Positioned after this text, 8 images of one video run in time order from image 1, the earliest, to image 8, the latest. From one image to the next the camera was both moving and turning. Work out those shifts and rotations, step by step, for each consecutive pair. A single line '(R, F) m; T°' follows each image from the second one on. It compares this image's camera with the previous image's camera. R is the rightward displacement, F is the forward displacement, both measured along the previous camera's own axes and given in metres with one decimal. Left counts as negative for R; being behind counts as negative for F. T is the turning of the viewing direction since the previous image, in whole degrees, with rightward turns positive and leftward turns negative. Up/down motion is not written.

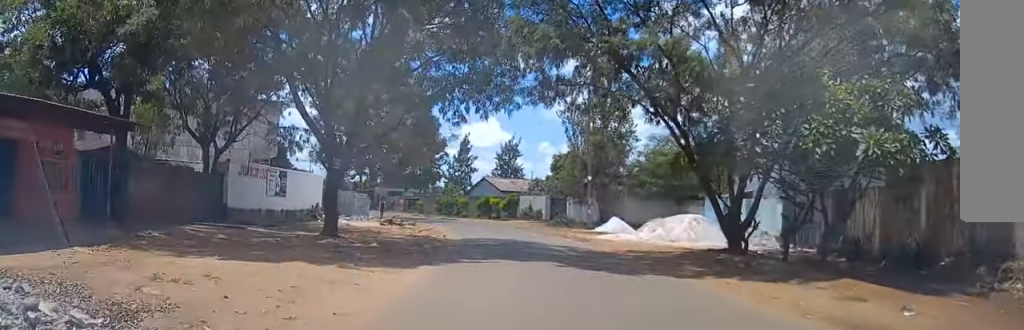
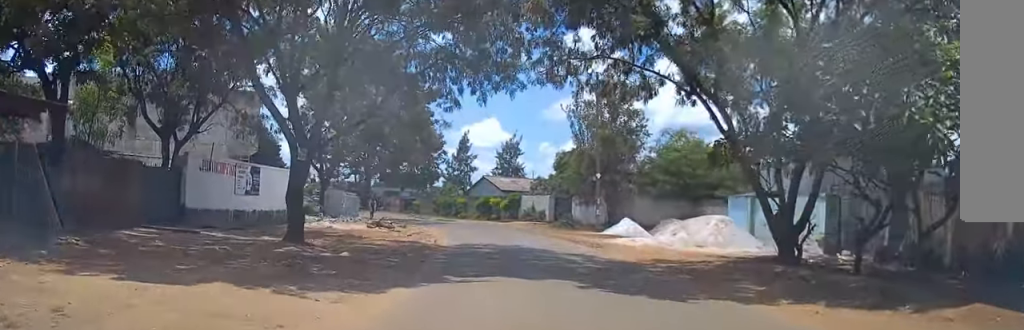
(0.0, +3.9) m; -1°
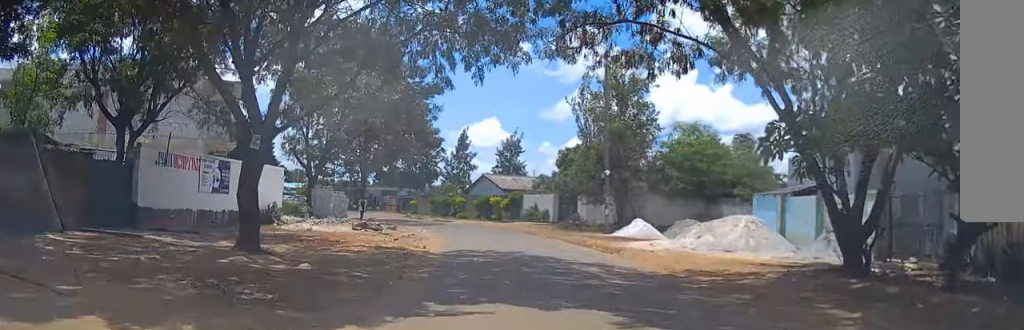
(-0.1, +3.5) m; -1°
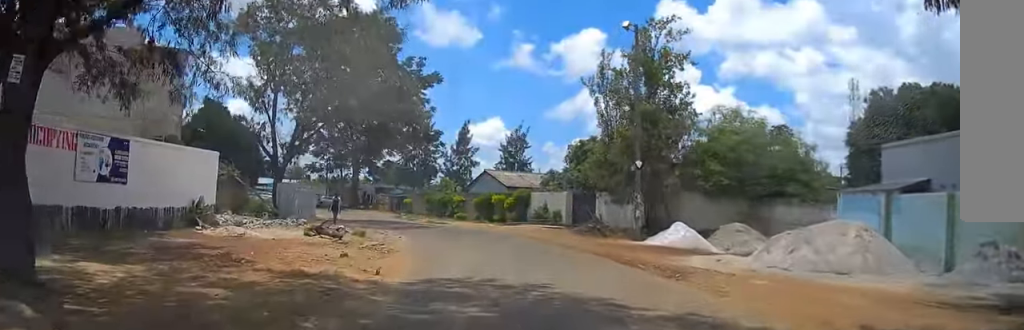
(-0.1, +7.9) m; -1°
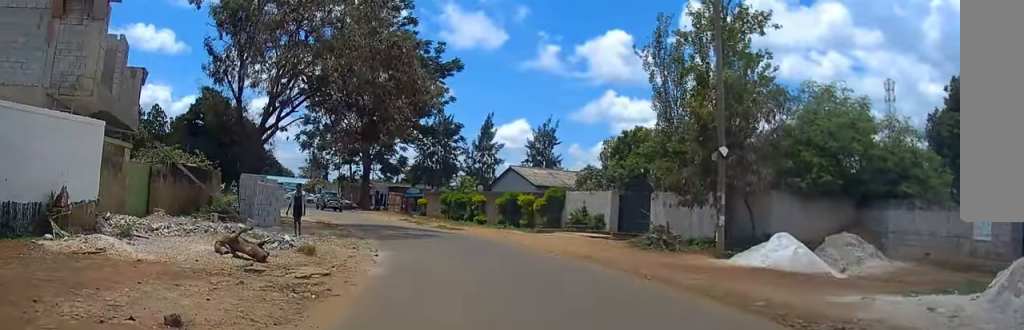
(0.0, +8.9) m; -2°
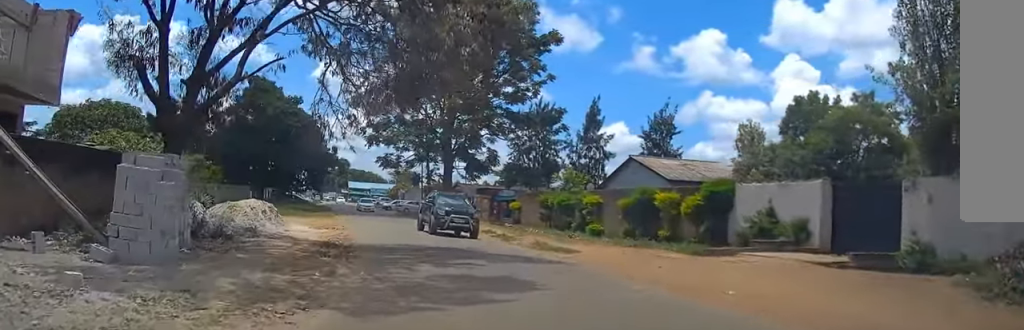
(-1.1, +14.9) m; -9°
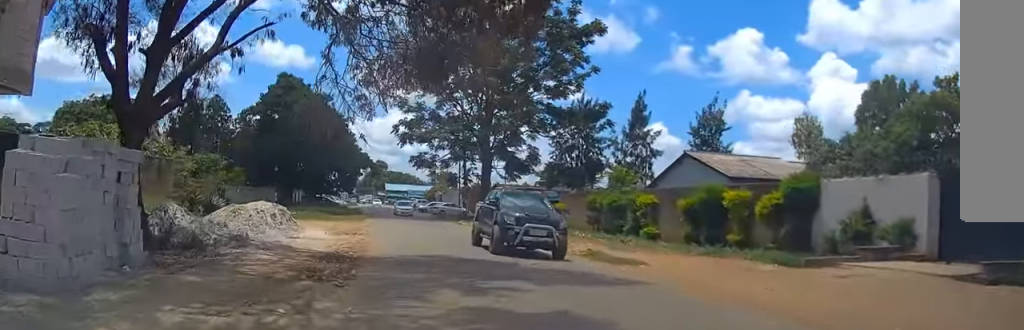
(-0.1, +4.0) m; -3°
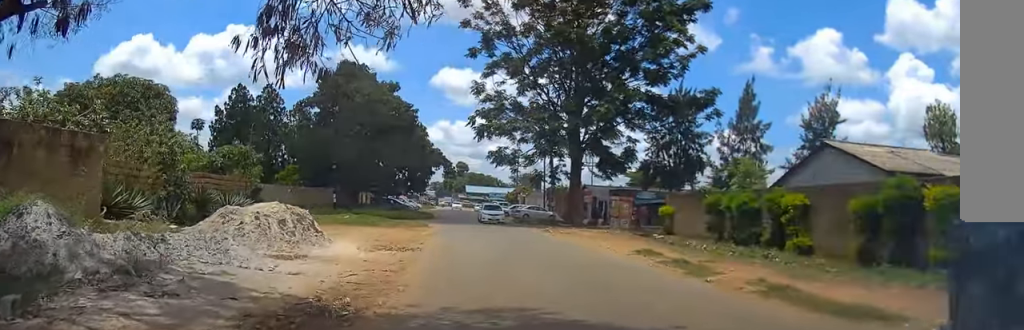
(-0.4, +8.2) m; -5°
